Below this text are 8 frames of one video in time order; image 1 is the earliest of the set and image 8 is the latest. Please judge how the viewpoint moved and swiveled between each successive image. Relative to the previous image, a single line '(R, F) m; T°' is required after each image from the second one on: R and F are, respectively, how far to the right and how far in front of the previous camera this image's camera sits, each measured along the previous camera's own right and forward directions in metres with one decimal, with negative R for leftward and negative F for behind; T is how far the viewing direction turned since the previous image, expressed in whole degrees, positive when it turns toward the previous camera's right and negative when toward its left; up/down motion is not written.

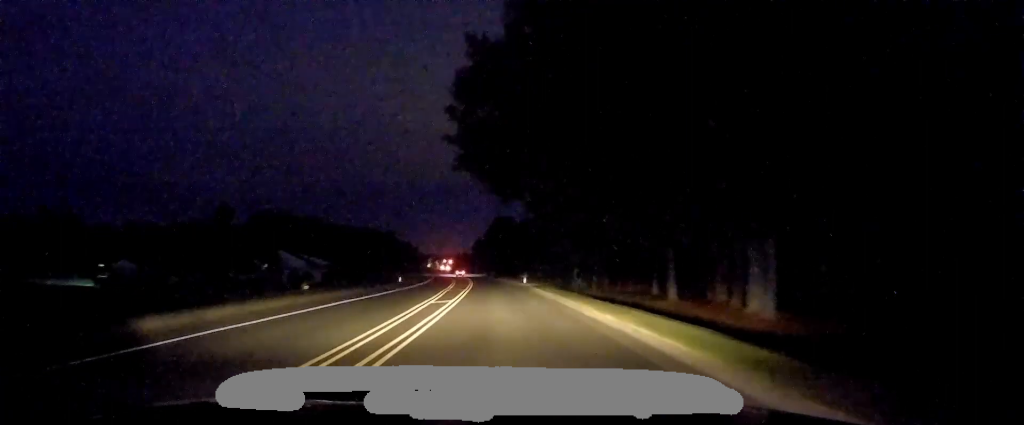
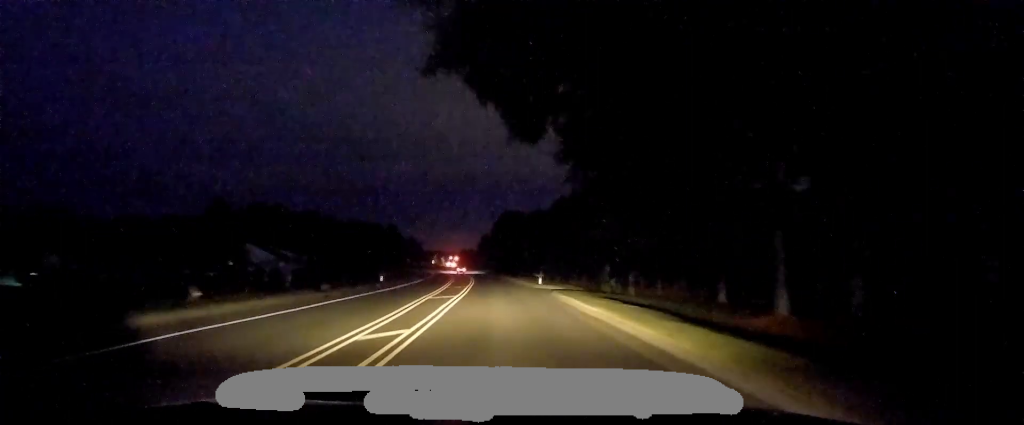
(+0.6, +14.9) m; 0°
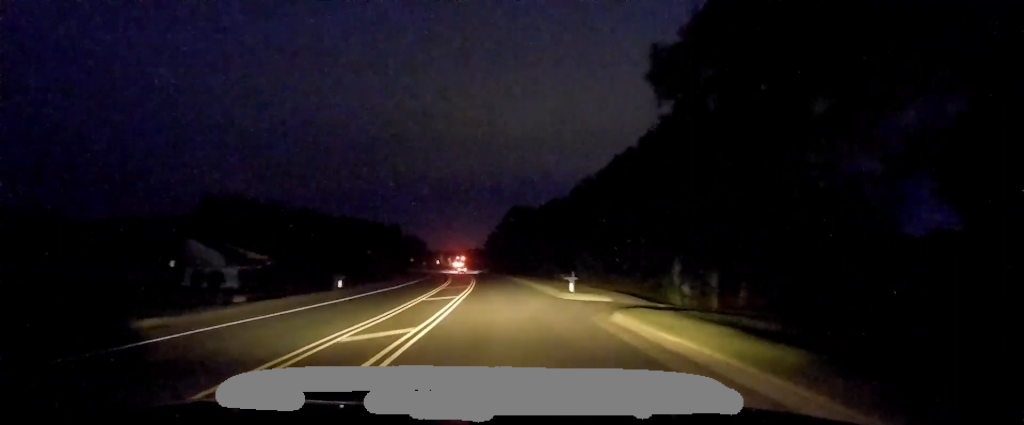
(-0.6, +16.2) m; -2°
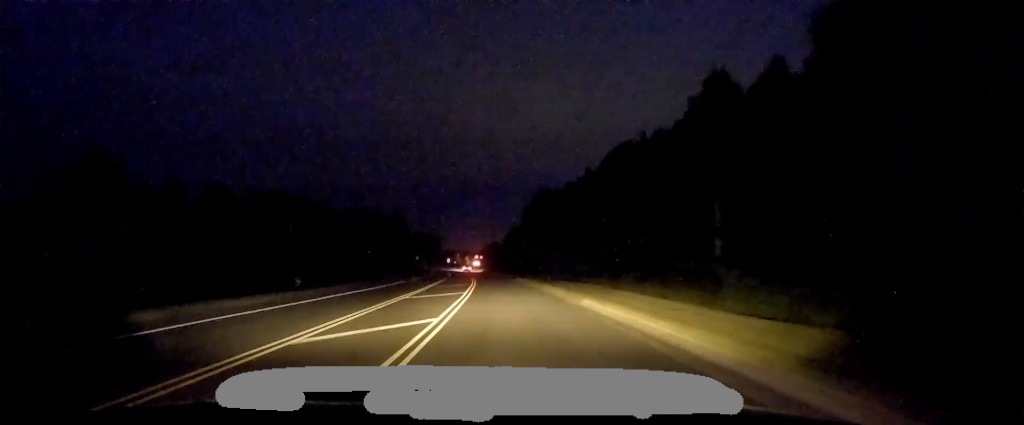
(-0.7, +47.7) m; -1°
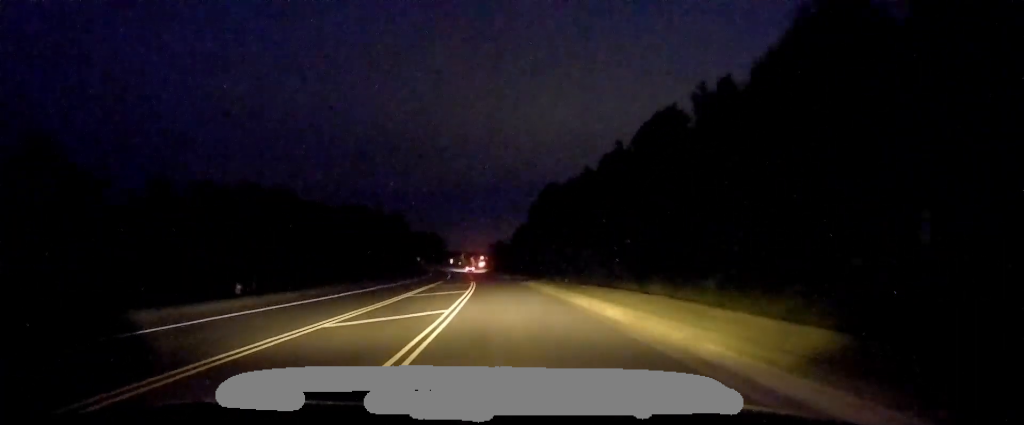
(0.0, +13.4) m; 0°
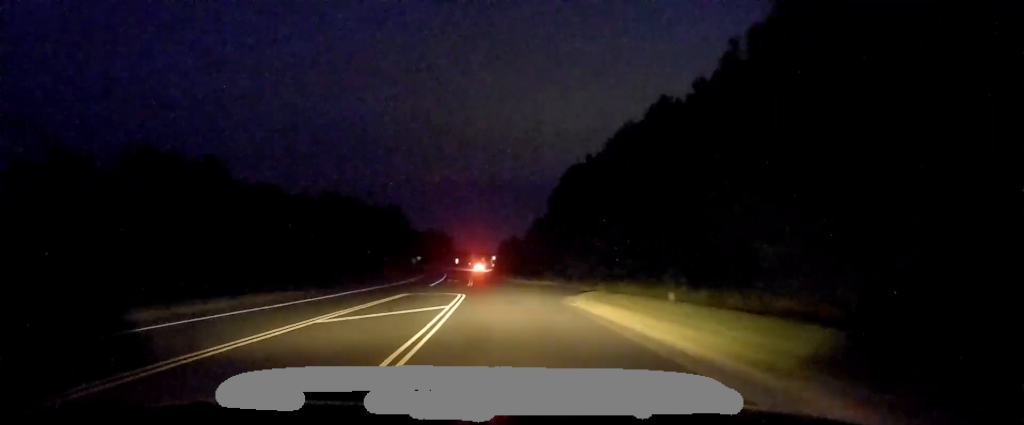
(0.0, +31.0) m; -2°
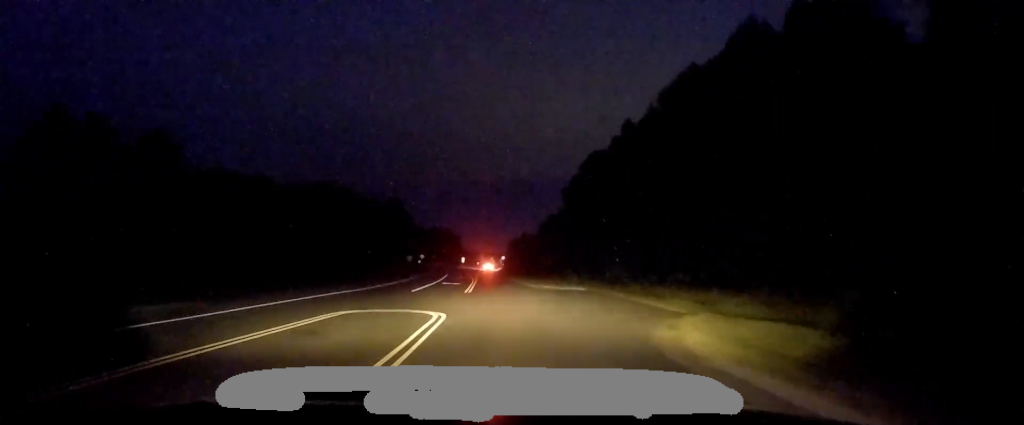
(-0.3, +14.7) m; -2°
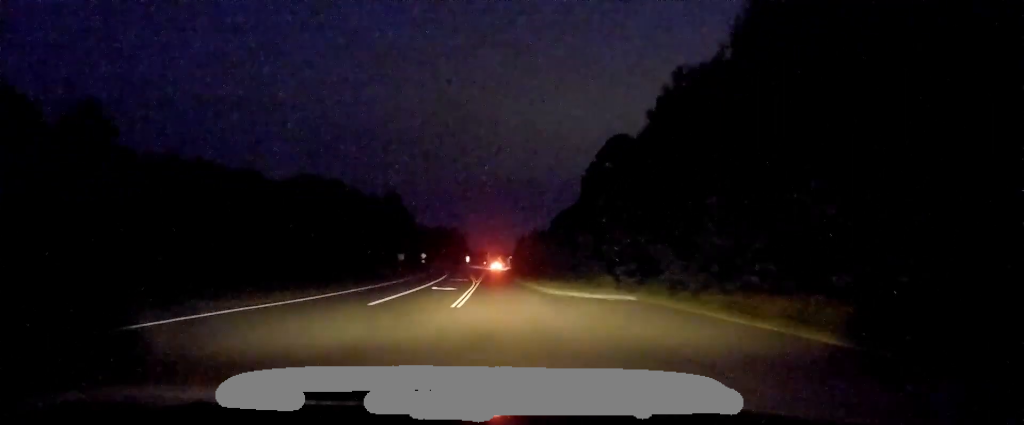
(-0.3, +13.3) m; -1°
